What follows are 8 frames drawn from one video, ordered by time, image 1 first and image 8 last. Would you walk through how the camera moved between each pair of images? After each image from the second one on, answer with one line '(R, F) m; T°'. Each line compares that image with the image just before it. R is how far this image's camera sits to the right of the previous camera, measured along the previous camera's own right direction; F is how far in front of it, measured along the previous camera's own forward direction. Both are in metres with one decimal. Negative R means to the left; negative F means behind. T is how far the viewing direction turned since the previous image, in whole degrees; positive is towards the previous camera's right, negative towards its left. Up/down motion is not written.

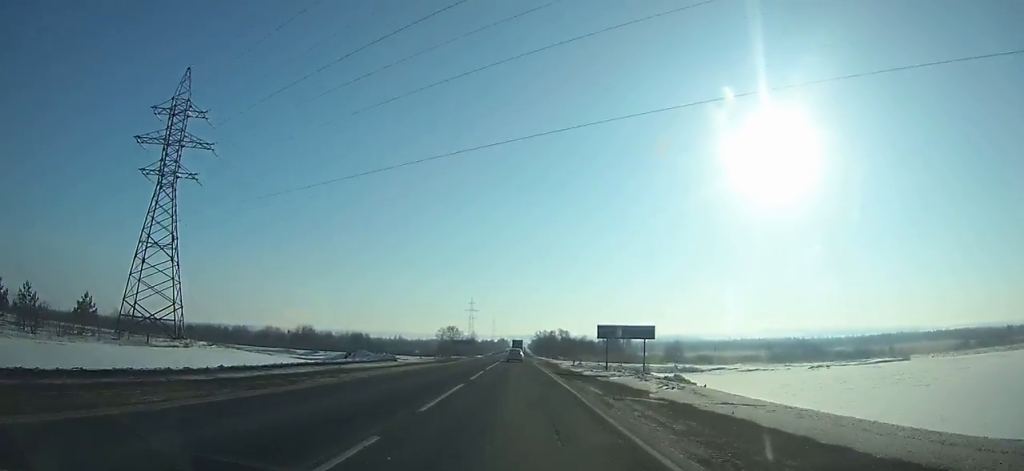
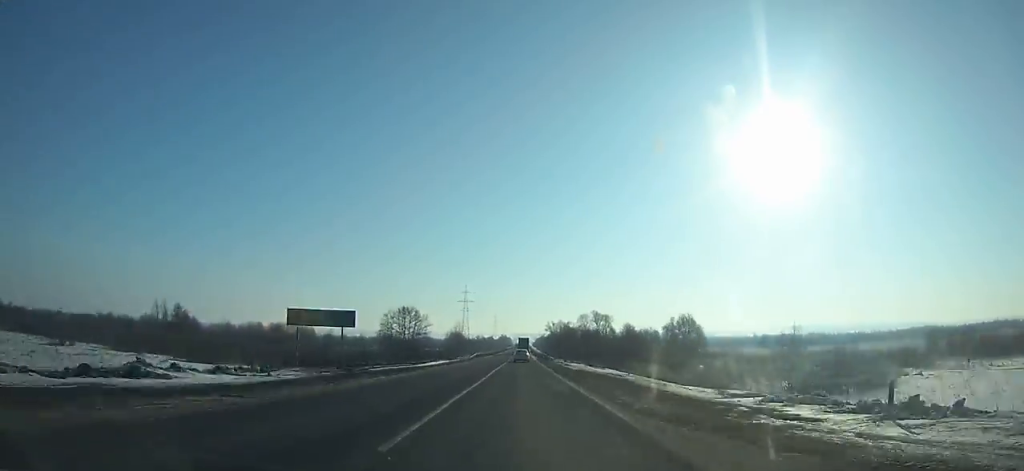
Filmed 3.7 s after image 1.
(-0.3, +88.7) m; 0°
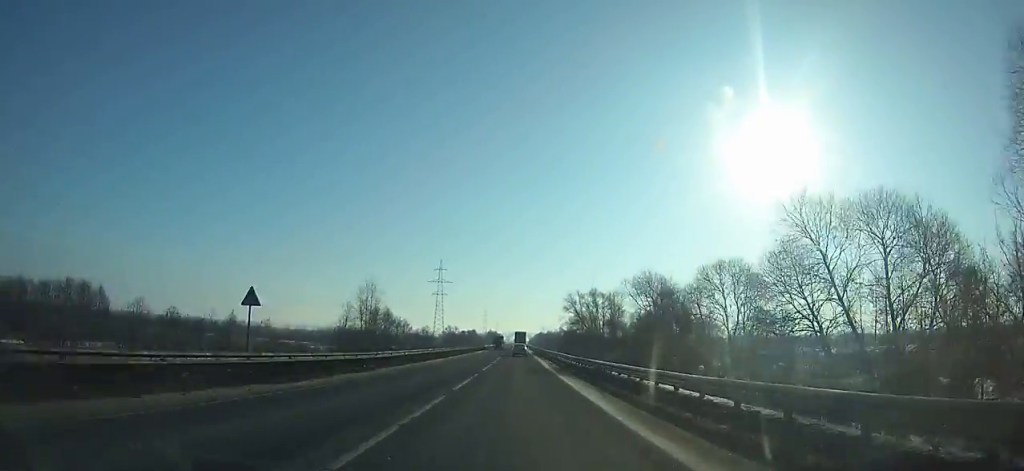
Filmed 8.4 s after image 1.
(+0.5, +113.6) m; 0°
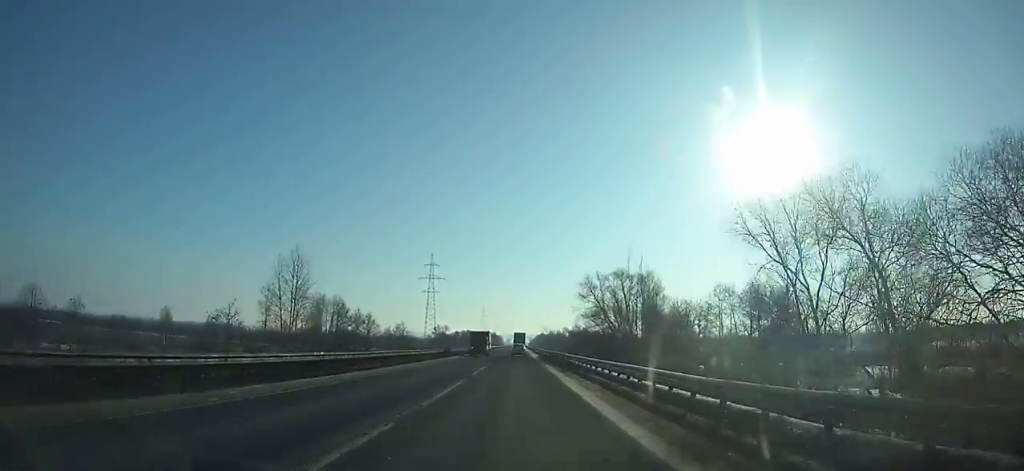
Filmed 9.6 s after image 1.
(0.0, +29.2) m; 0°
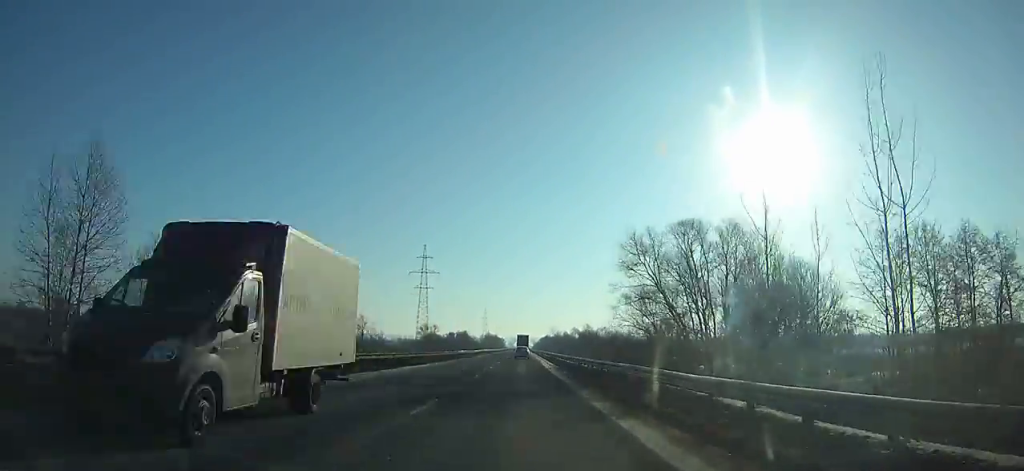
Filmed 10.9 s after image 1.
(0.0, +31.5) m; 0°
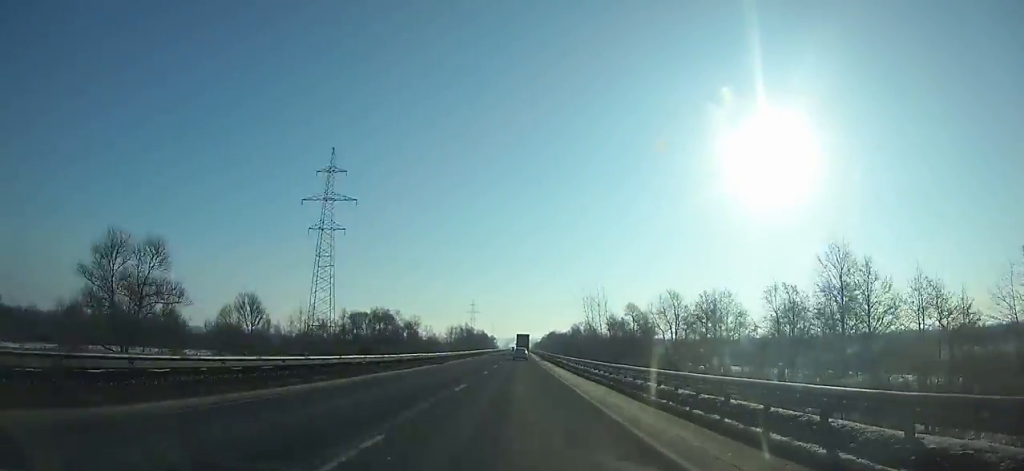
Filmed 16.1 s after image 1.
(0.0, +126.0) m; 0°
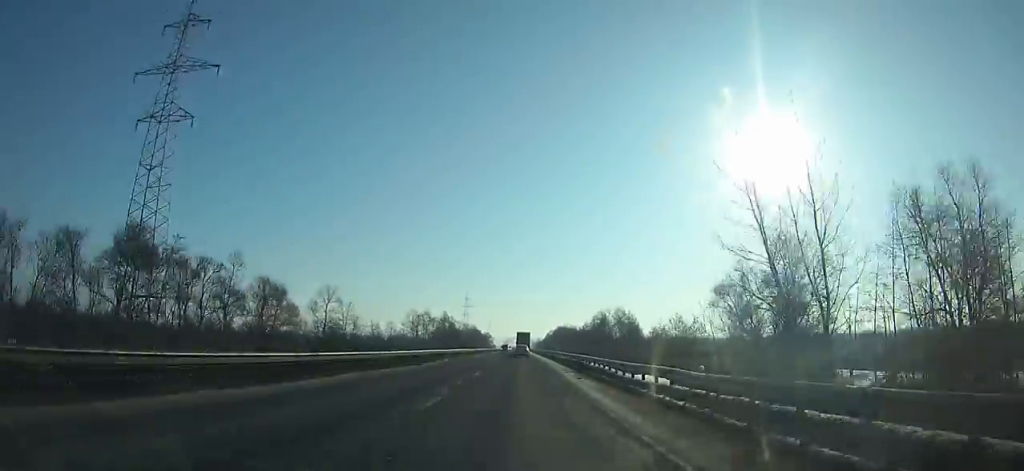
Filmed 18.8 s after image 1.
(0.0, +64.9) m; 0°
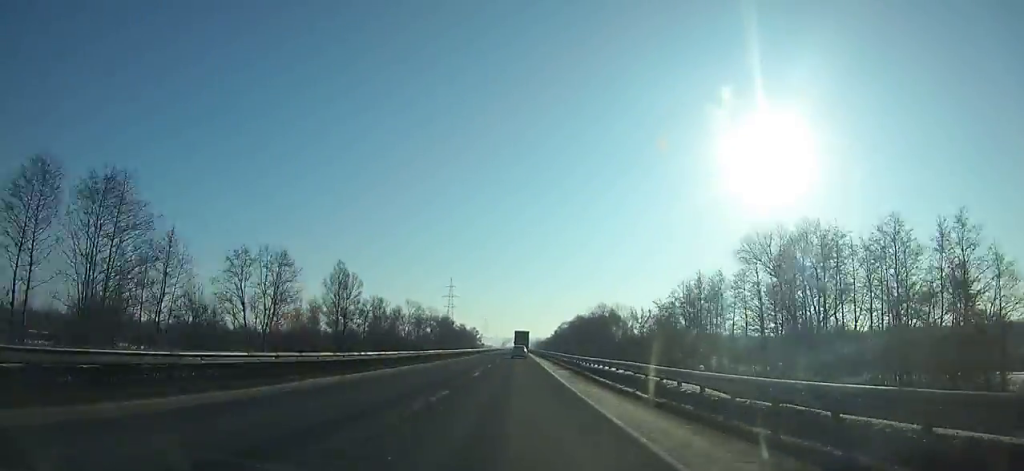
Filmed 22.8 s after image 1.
(+0.1, +95.3) m; 0°
